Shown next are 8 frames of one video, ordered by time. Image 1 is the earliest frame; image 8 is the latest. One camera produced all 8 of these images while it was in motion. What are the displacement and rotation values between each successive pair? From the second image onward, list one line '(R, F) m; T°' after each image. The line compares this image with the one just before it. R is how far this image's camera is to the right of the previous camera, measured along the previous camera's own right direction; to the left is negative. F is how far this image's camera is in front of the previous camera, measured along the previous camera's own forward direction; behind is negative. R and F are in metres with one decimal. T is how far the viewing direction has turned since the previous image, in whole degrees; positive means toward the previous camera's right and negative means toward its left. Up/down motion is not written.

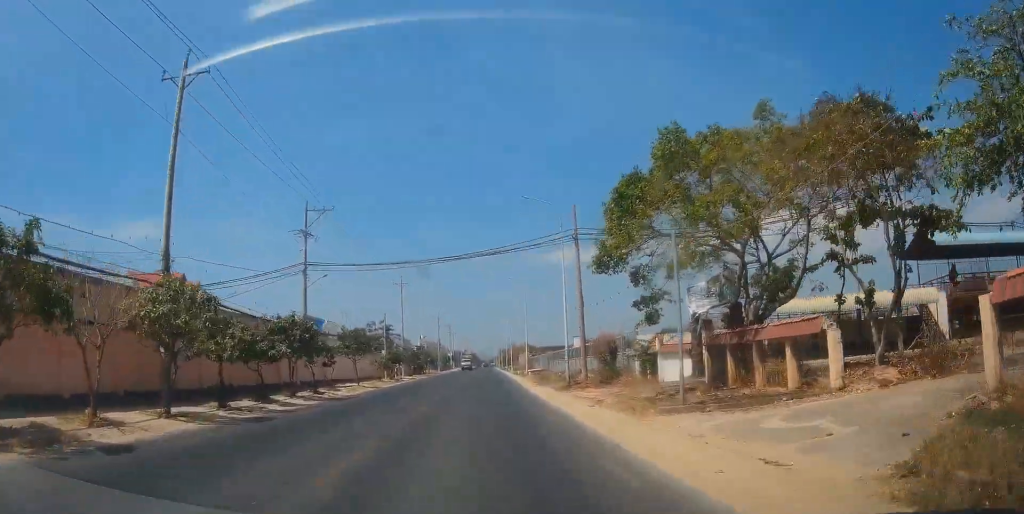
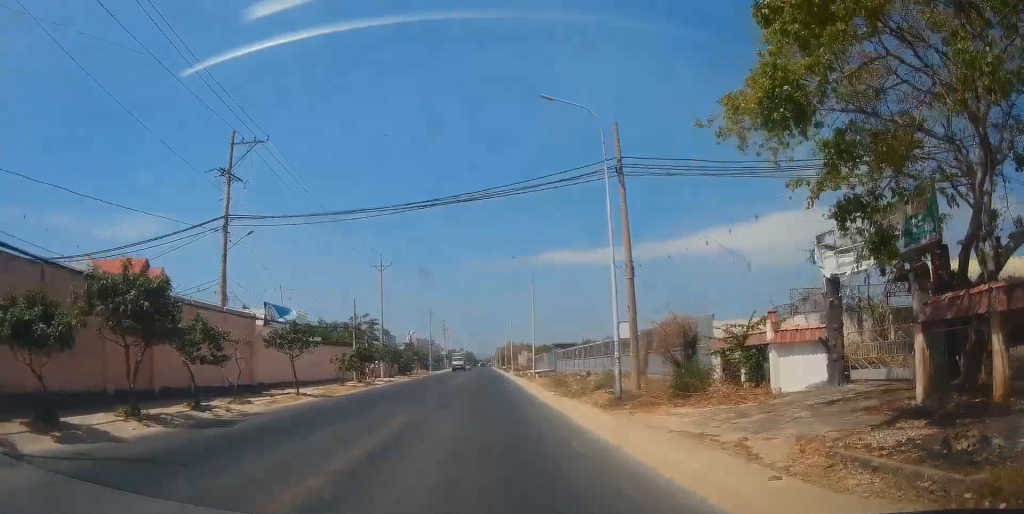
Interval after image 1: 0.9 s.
(+0.1, +13.4) m; 0°
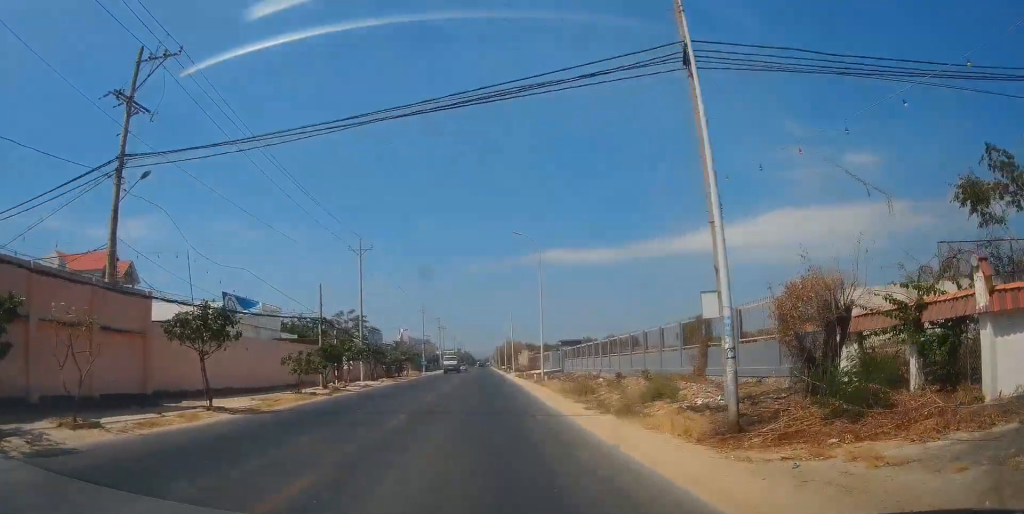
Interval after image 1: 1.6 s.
(0.0, +9.7) m; 0°
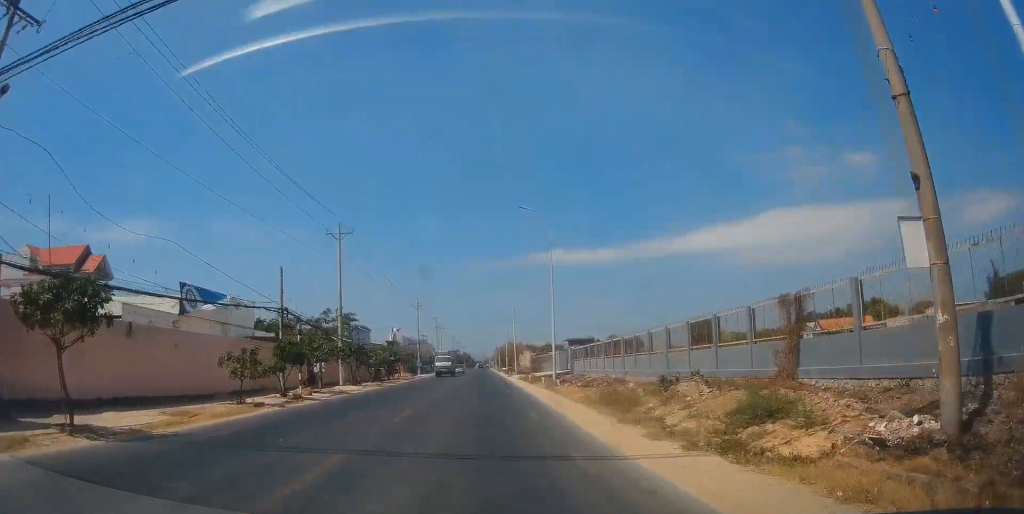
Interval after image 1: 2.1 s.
(-0.1, +7.8) m; 0°
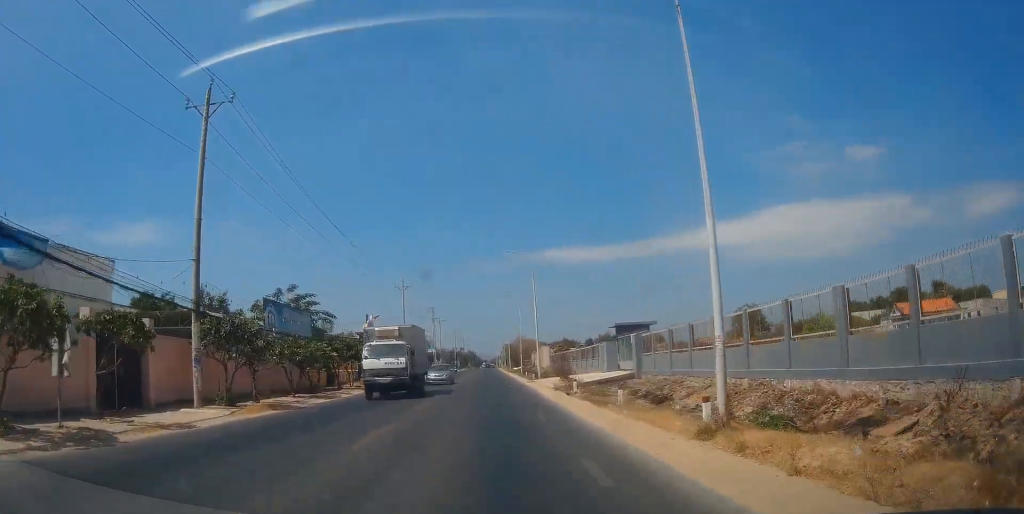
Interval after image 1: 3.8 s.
(+0.1, +25.0) m; +1°
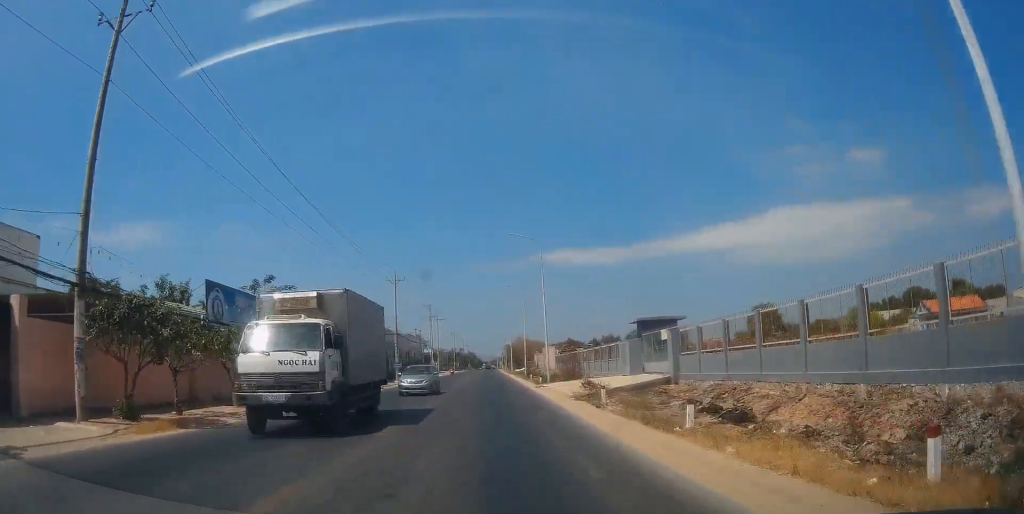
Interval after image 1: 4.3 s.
(-0.2, +7.4) m; +1°
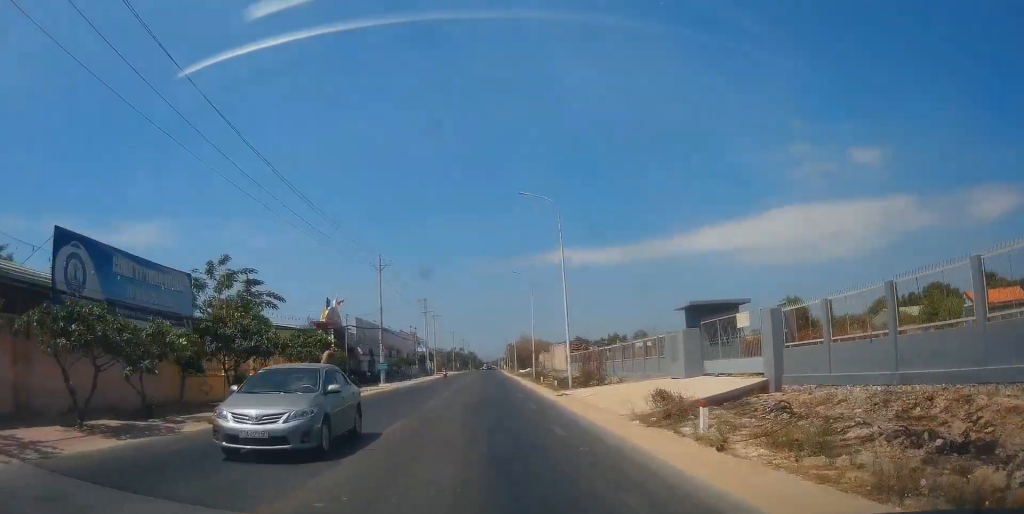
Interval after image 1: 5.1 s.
(+0.3, +11.0) m; 0°
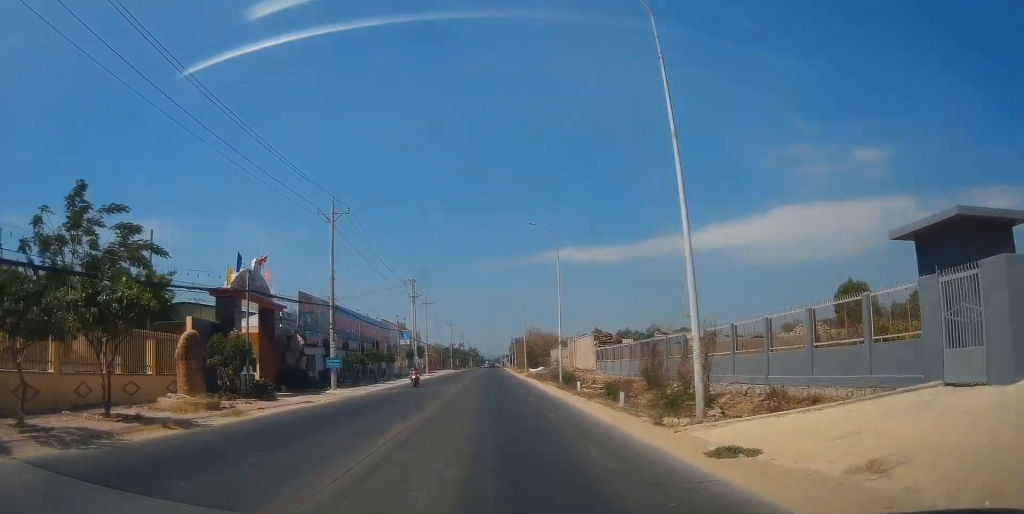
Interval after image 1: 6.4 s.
(-0.5, +20.0) m; -2°
